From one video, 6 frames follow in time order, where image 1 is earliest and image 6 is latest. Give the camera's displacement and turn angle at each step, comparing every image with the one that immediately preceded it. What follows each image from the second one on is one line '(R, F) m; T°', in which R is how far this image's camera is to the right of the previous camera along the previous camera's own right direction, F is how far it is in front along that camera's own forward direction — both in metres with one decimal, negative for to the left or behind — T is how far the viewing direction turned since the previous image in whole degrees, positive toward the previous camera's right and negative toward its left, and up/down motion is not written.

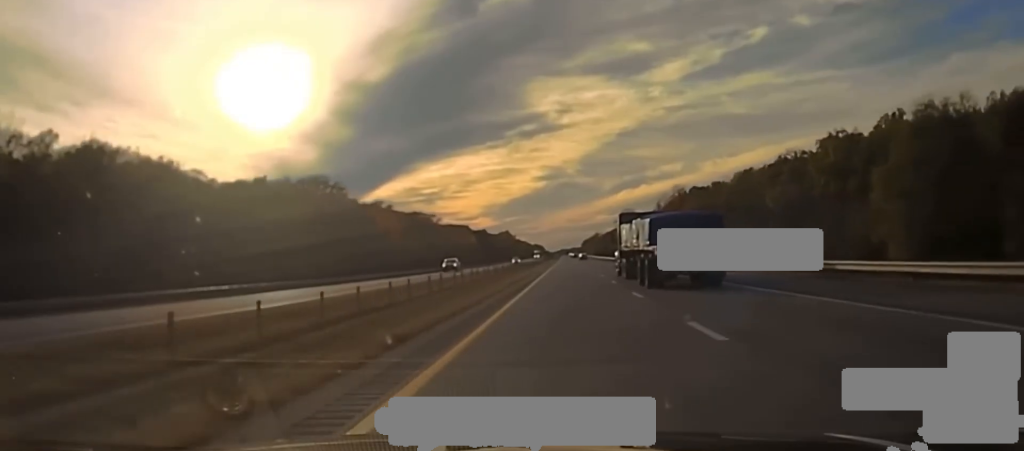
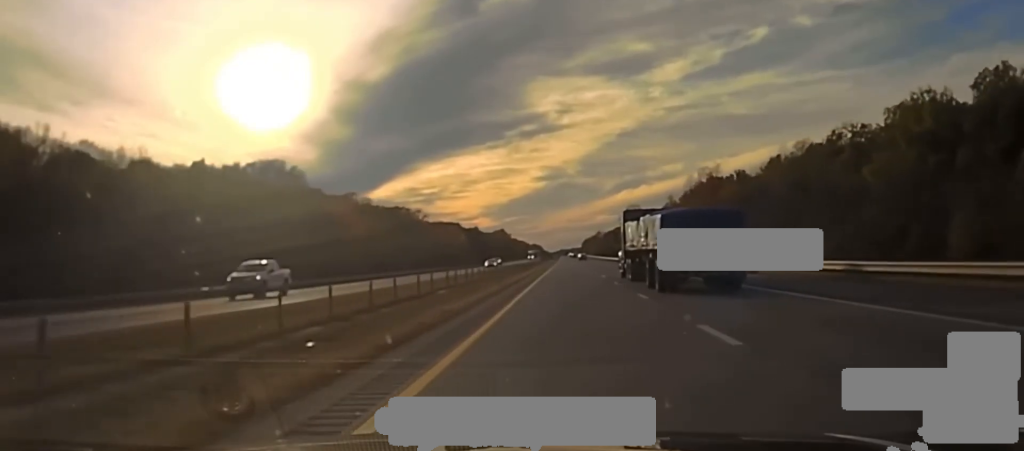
(0.0, +40.5) m; 0°
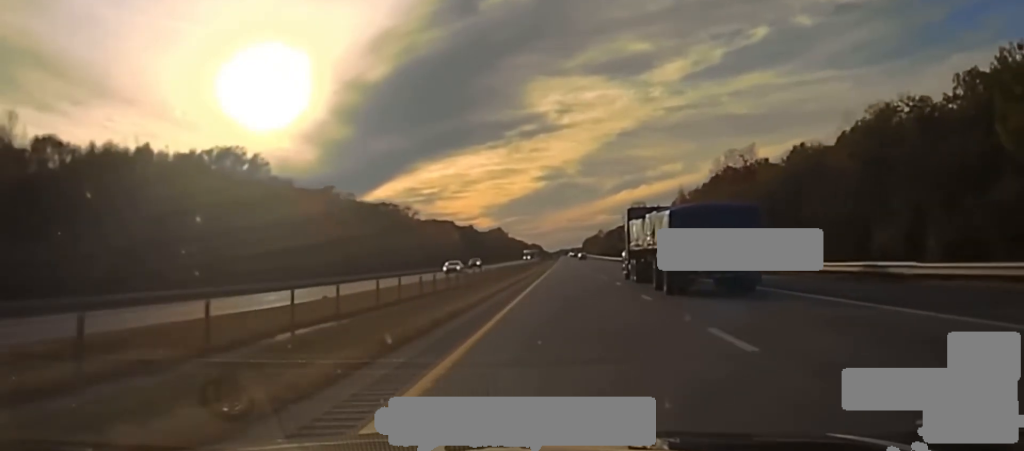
(-0.1, +22.3) m; 0°
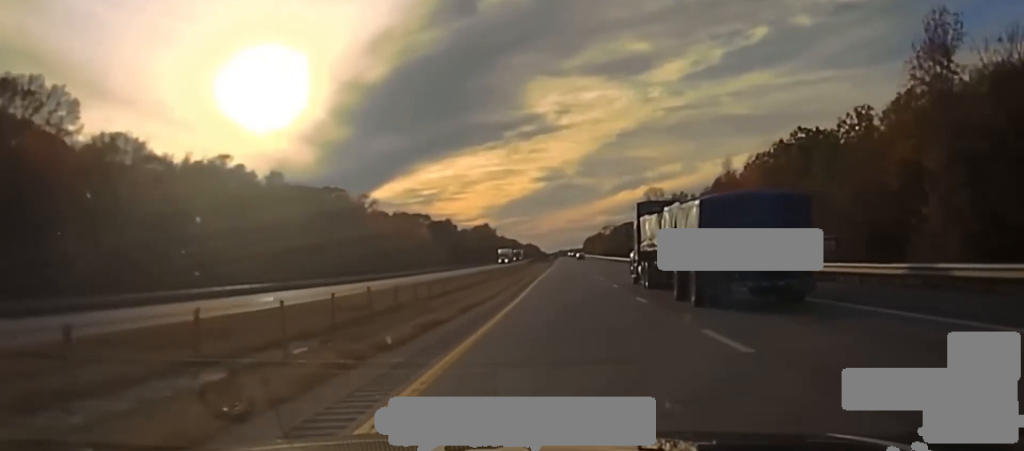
(-0.4, +66.2) m; 0°
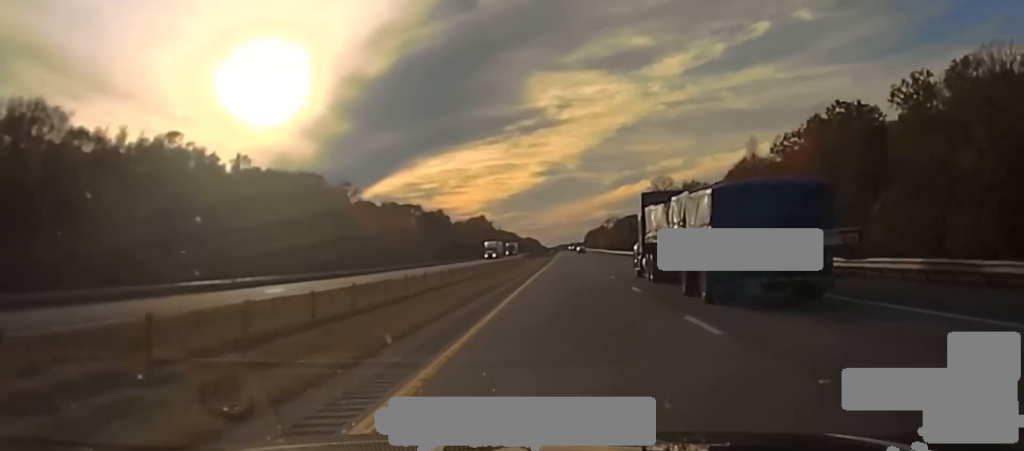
(+0.1, +21.4) m; 0°
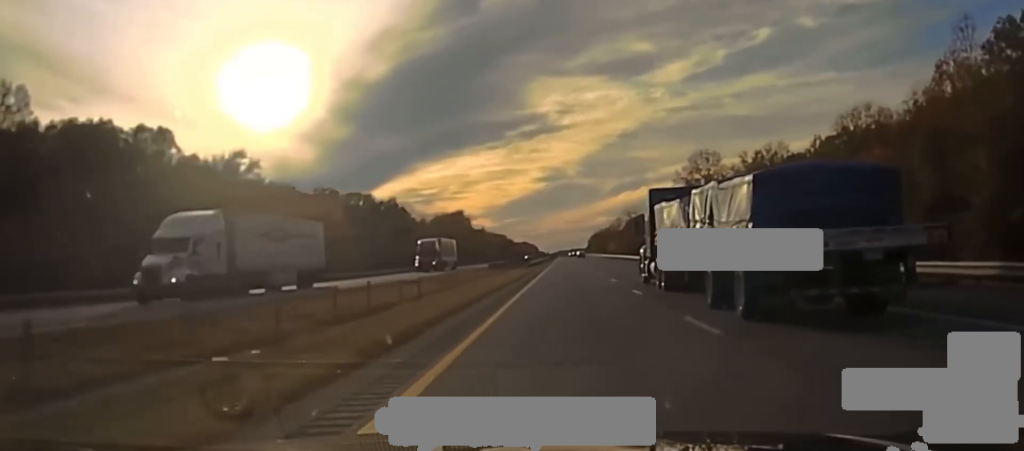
(+0.1, +90.9) m; 0°
